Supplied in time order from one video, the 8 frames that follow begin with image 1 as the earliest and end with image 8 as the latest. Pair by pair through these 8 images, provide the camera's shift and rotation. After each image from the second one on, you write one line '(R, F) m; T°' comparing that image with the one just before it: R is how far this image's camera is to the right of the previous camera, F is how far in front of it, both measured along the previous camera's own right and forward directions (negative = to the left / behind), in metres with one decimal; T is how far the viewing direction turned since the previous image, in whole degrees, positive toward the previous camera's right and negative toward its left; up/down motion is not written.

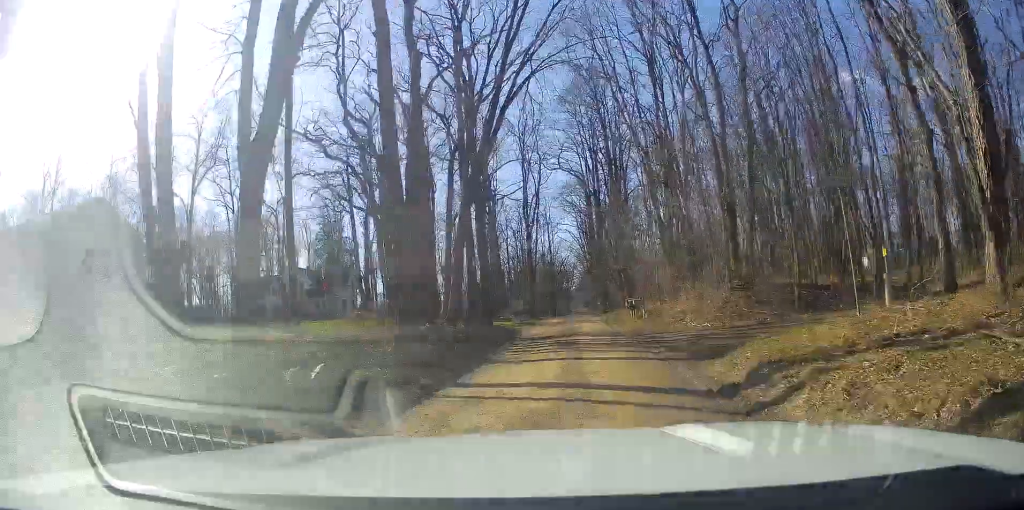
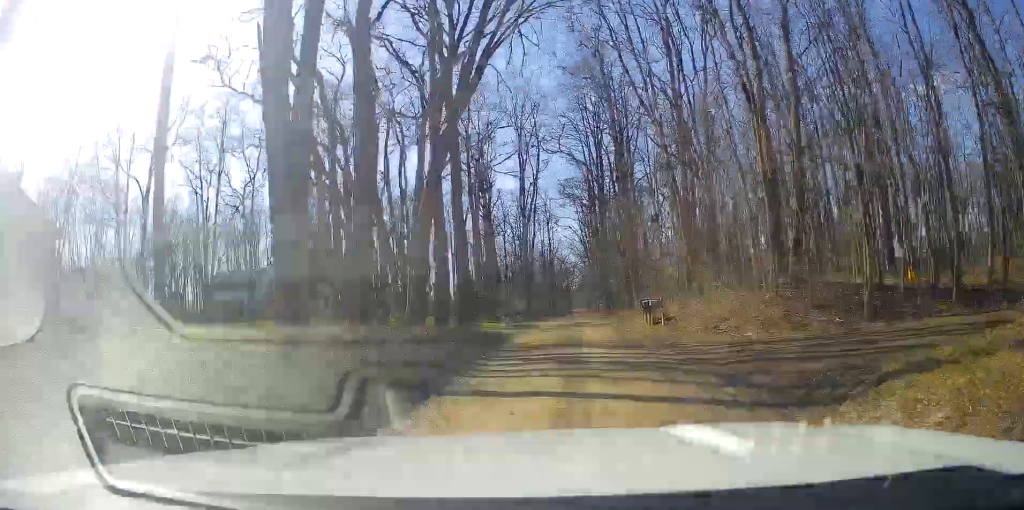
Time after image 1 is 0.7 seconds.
(0.0, +5.7) m; 0°
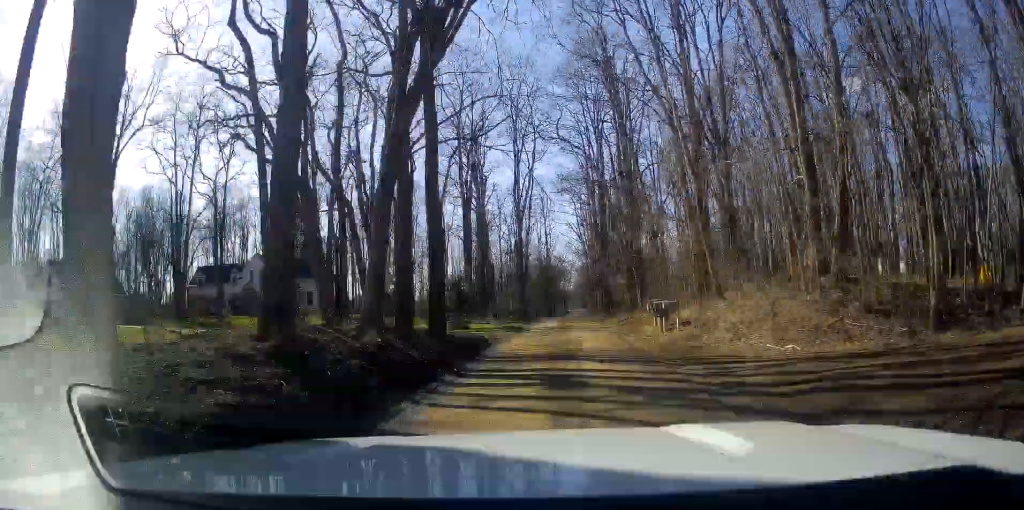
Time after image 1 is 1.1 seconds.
(0.0, +3.9) m; 0°
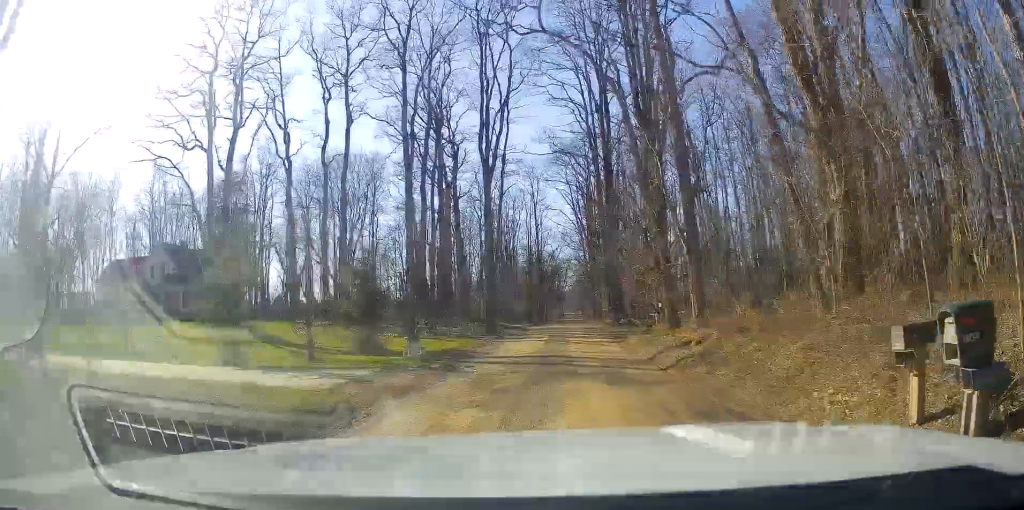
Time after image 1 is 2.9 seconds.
(-0.3, +17.7) m; -4°
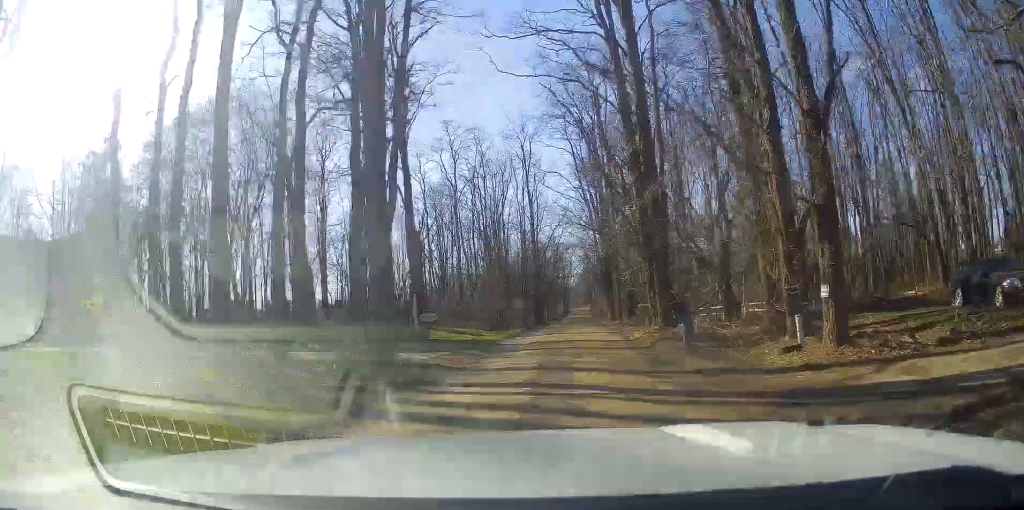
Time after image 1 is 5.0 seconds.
(-0.8, +22.0) m; -1°
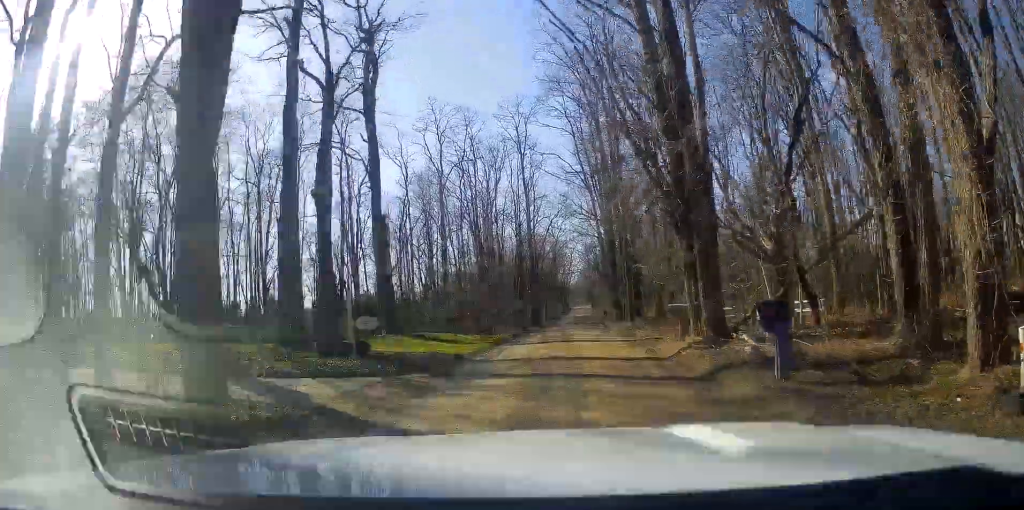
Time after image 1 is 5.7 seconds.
(0.0, +8.4) m; +1°
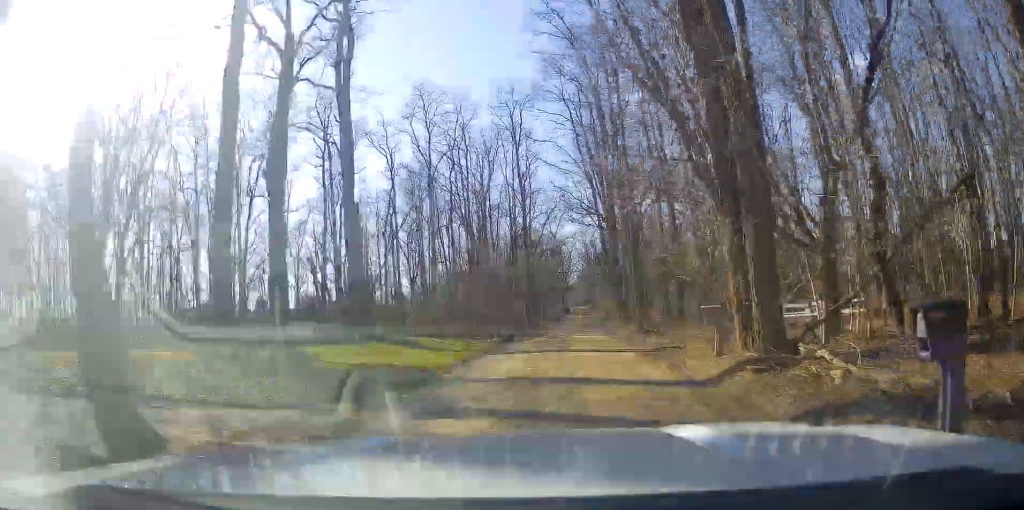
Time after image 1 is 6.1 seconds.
(+0.1, +5.0) m; +1°
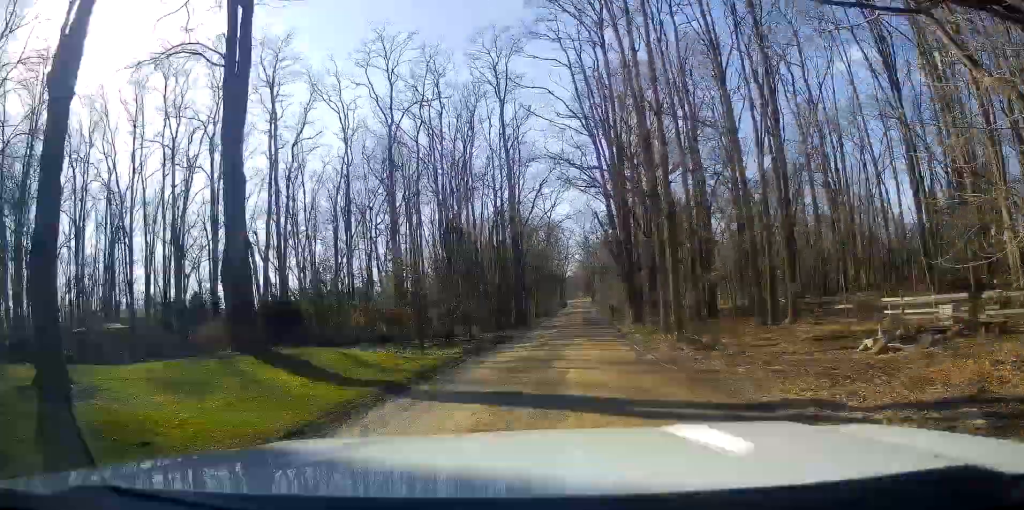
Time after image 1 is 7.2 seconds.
(+0.2, +12.8) m; 0°
